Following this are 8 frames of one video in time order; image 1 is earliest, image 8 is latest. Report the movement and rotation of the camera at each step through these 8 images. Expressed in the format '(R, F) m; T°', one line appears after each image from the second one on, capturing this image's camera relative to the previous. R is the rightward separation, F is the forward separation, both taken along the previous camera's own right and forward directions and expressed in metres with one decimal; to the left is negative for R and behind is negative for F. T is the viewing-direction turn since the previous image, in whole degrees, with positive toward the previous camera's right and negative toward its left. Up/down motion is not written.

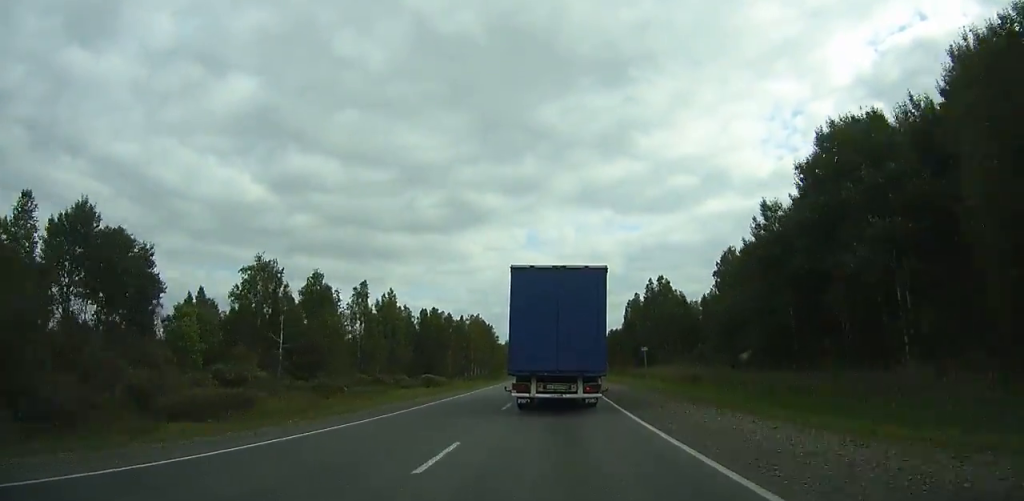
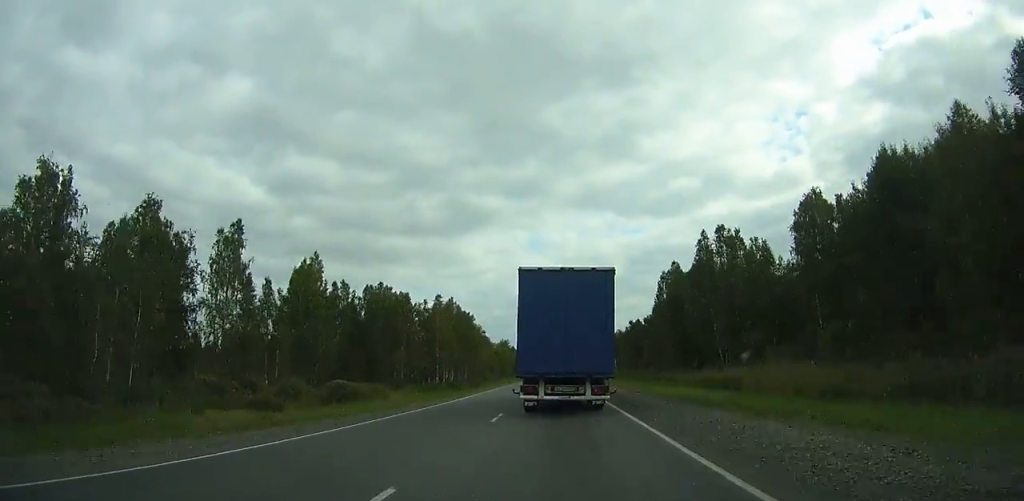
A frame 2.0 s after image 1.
(-0.1, +42.0) m; 0°
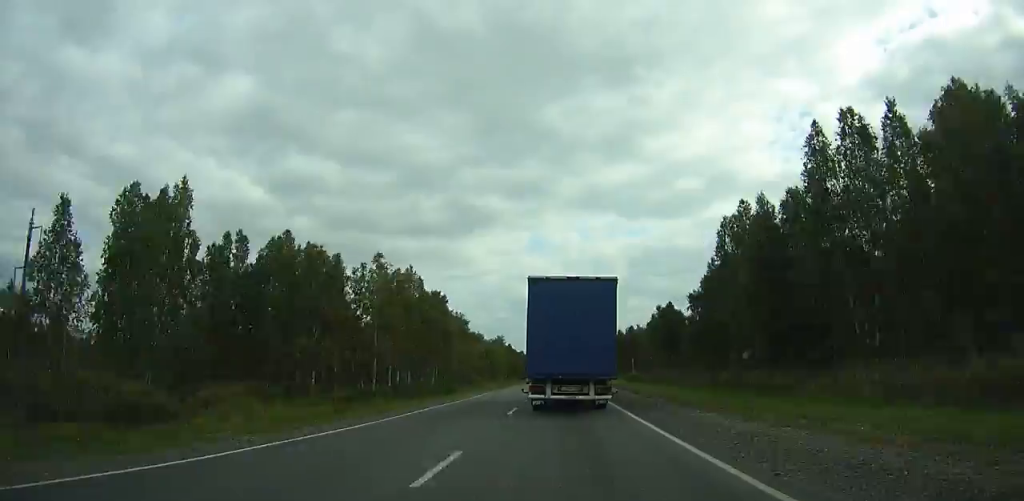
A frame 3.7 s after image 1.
(-0.1, +34.5) m; 0°
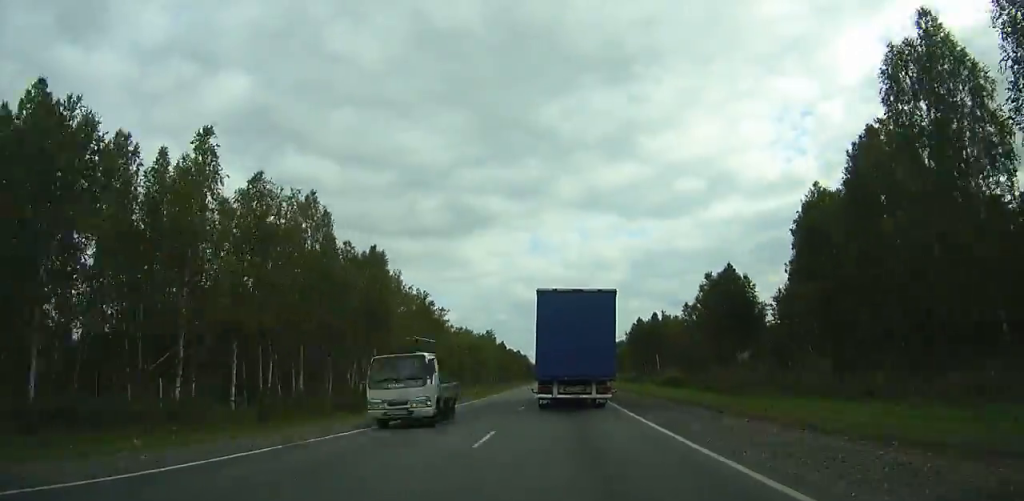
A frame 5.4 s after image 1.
(0.0, +34.0) m; 0°
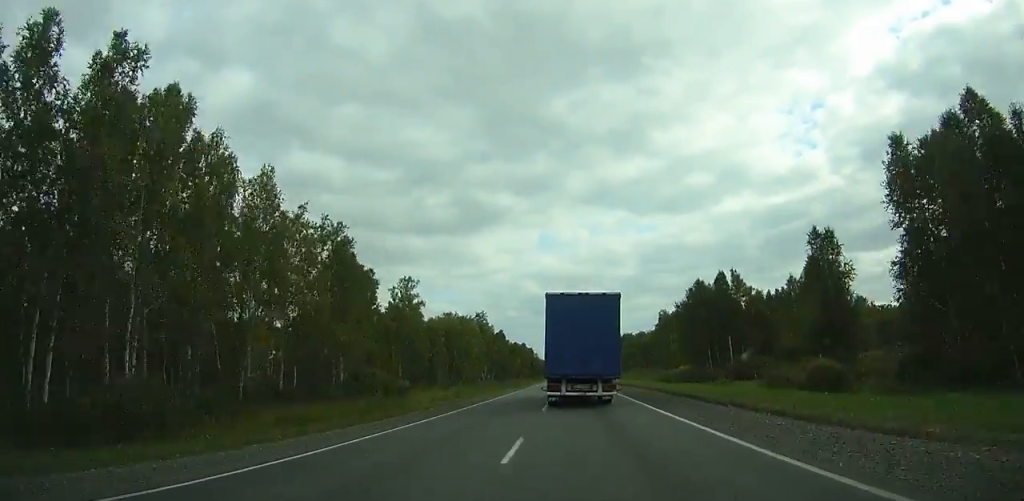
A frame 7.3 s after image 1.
(-0.1, +37.4) m; 0°
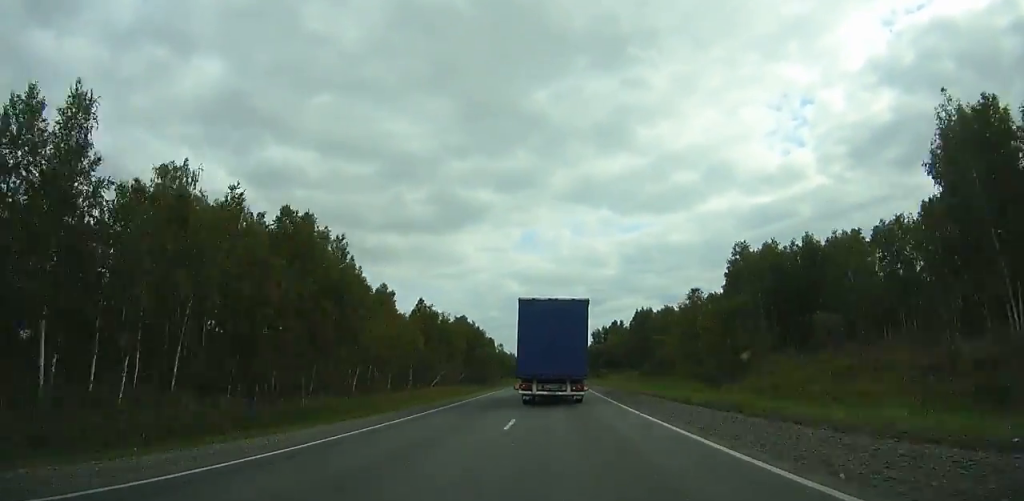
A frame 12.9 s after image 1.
(+0.7, +110.5) m; +1°
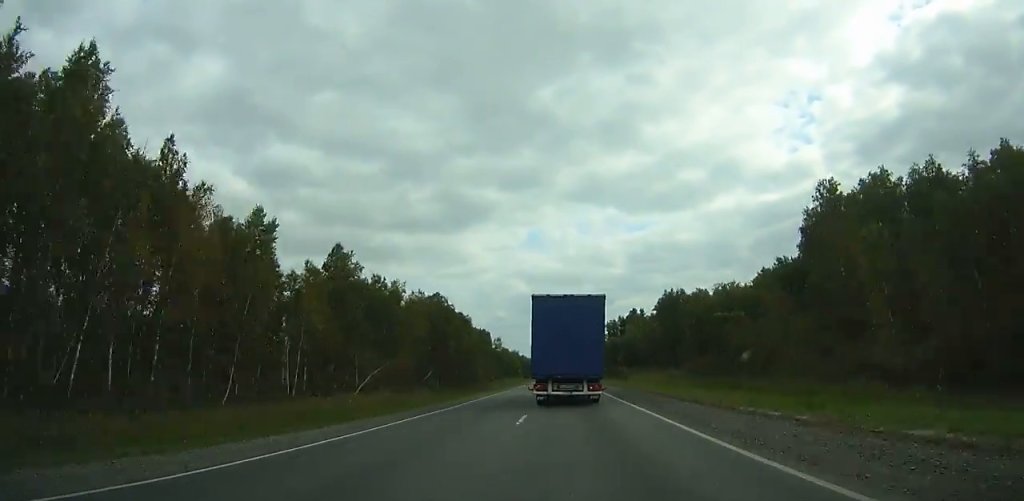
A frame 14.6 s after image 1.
(+0.3, +33.5) m; 0°
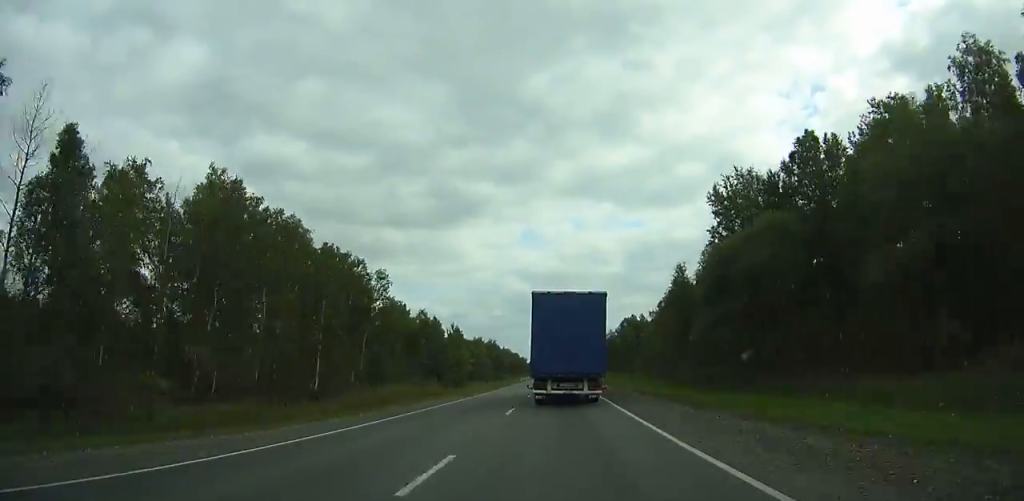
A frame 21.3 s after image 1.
(-0.3, +129.0) m; 0°
